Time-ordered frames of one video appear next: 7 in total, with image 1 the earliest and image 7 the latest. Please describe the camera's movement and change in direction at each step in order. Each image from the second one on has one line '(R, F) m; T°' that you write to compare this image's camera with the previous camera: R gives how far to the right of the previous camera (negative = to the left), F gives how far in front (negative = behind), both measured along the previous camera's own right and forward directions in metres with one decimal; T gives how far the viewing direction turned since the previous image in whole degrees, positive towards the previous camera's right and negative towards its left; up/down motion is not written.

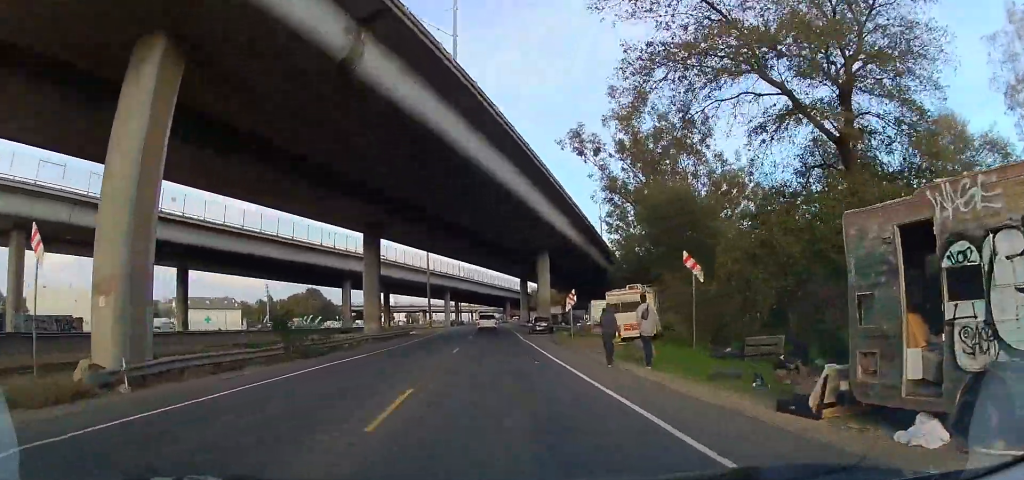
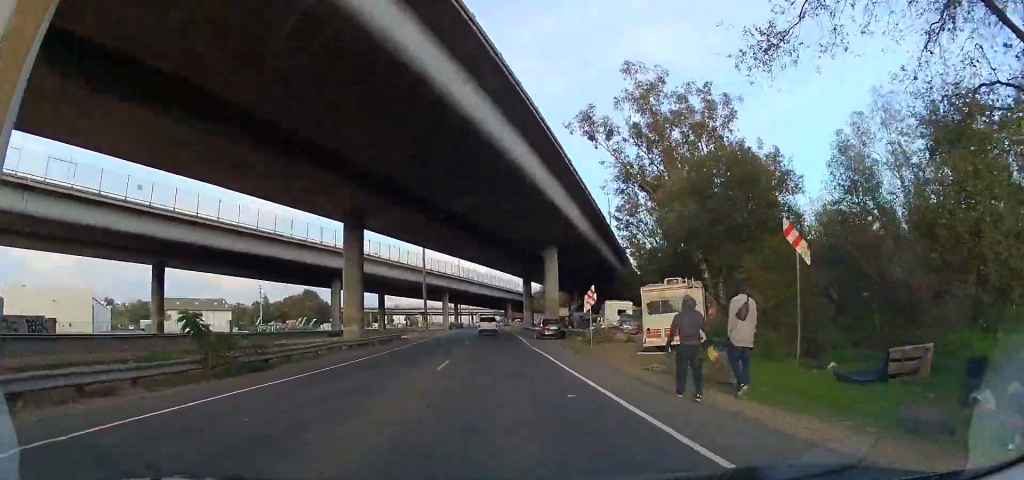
(+0.1, +6.2) m; +1°
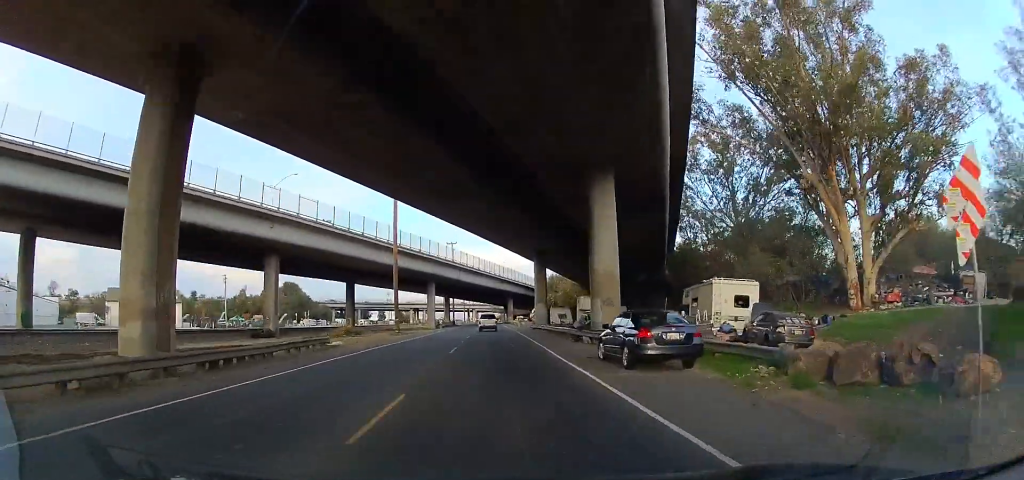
(+0.9, +23.2) m; +1°
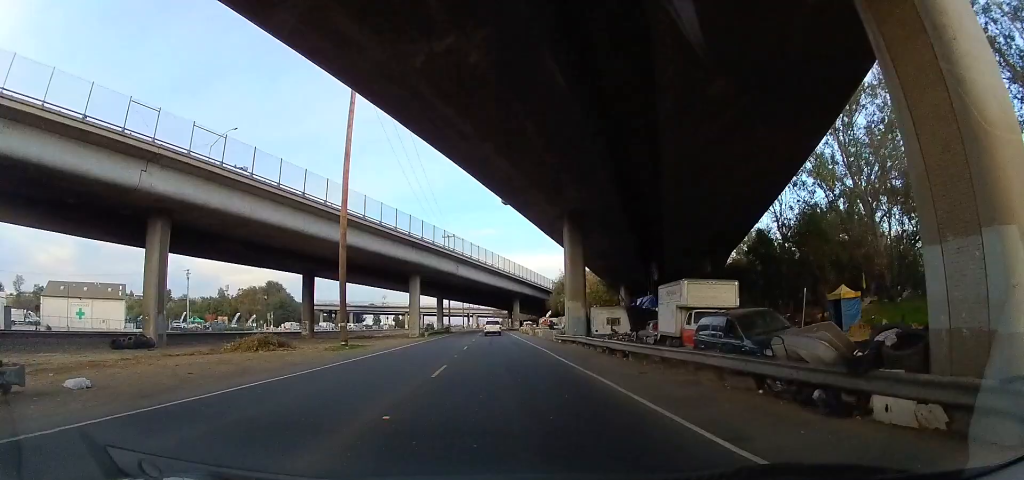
(-0.5, +21.4) m; 0°
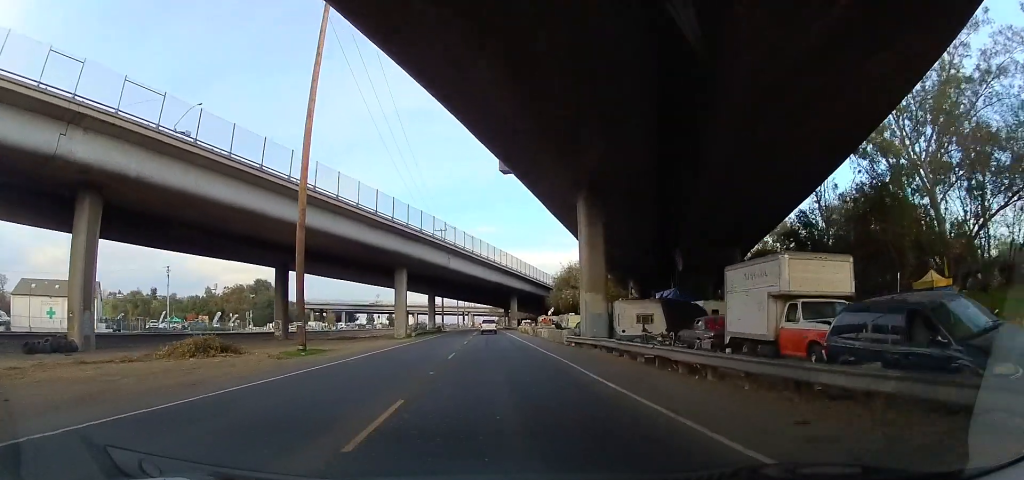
(0.0, +7.5) m; -1°
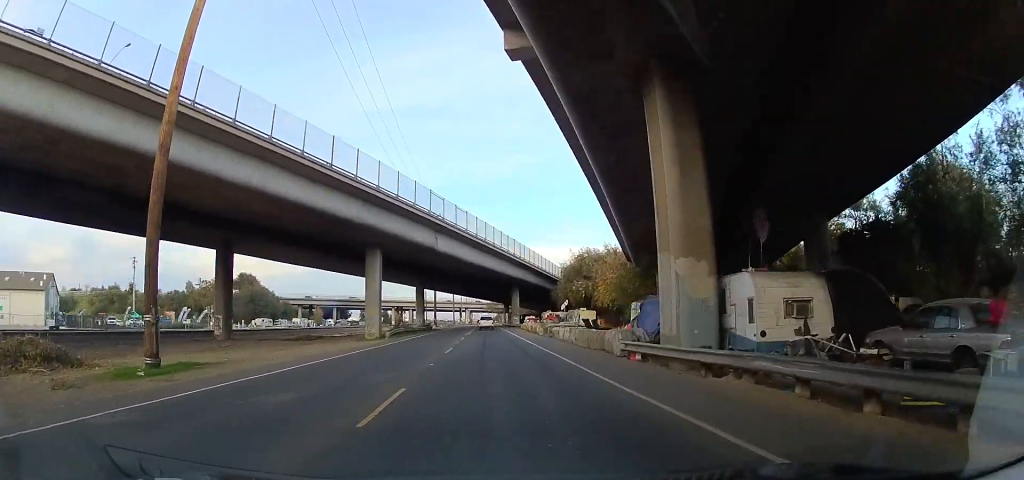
(-0.2, +13.4) m; -2°
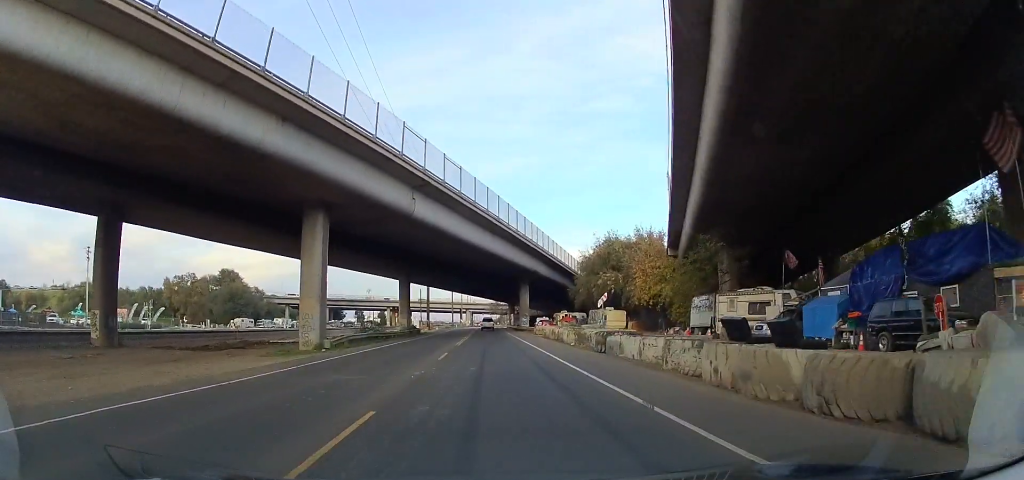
(-0.2, +17.5) m; +2°
